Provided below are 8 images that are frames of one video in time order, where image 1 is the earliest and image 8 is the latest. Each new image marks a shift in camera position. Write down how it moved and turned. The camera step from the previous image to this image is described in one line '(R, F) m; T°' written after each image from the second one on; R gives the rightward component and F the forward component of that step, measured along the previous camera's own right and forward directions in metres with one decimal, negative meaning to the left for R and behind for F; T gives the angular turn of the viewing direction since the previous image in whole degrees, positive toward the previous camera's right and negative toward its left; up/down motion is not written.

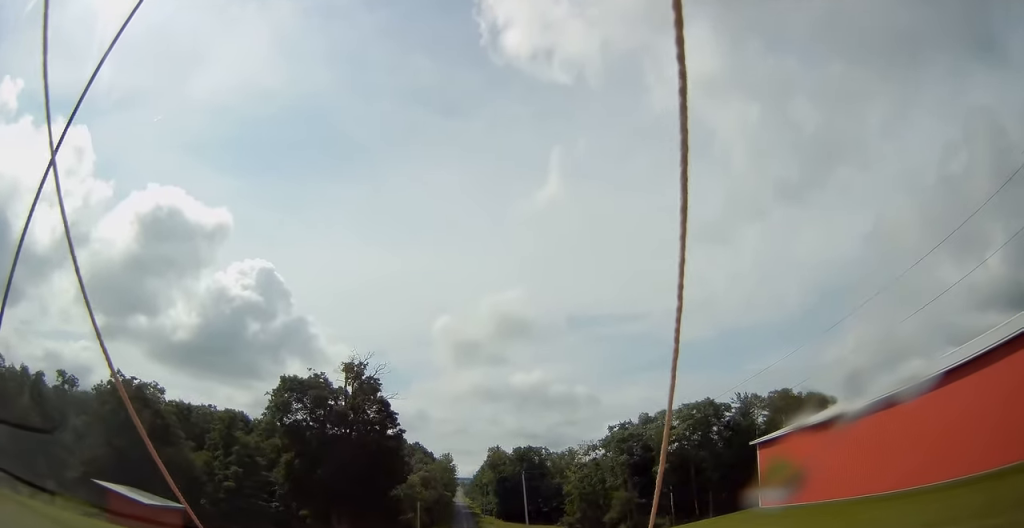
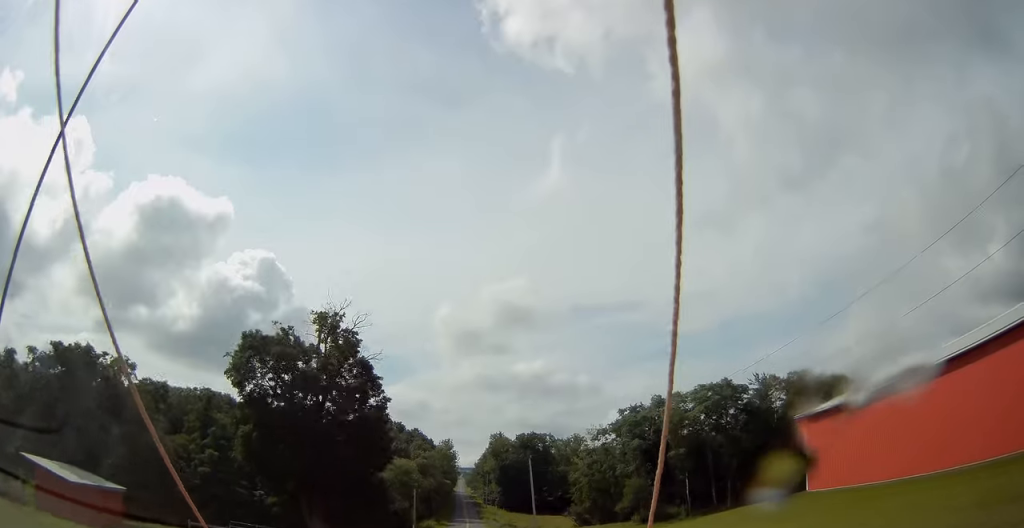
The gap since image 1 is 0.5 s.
(+0.1, +8.7) m; 0°
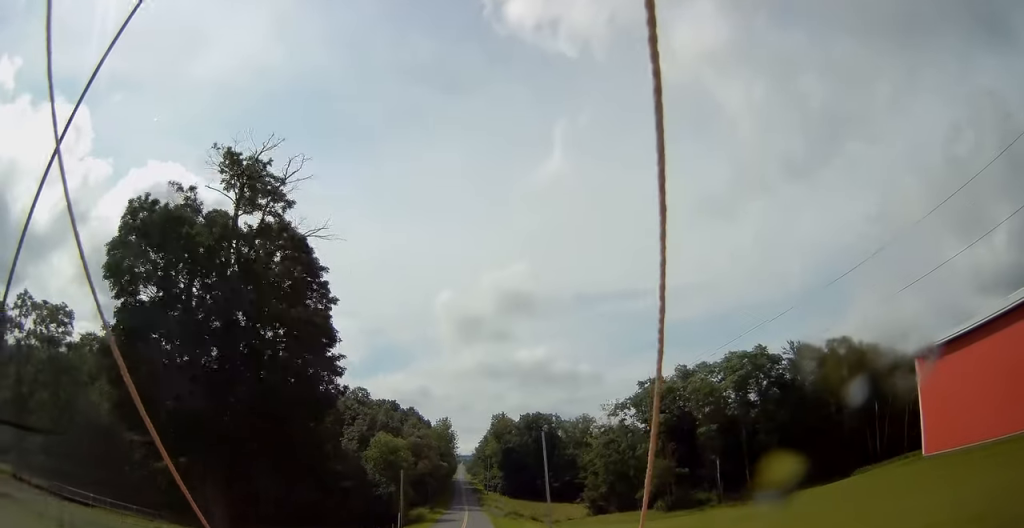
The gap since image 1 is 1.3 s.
(-0.3, +15.2) m; 0°
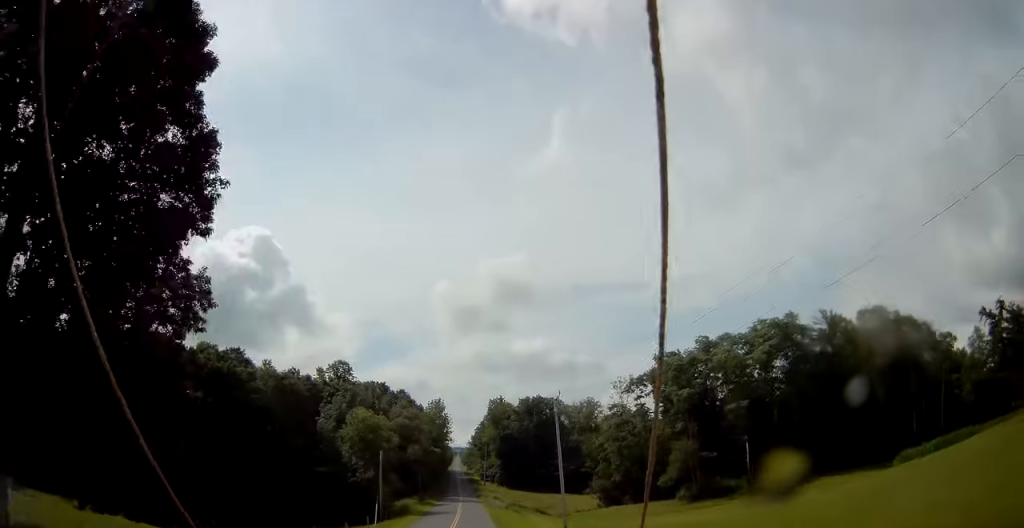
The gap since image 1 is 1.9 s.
(+0.2, +13.0) m; 0°
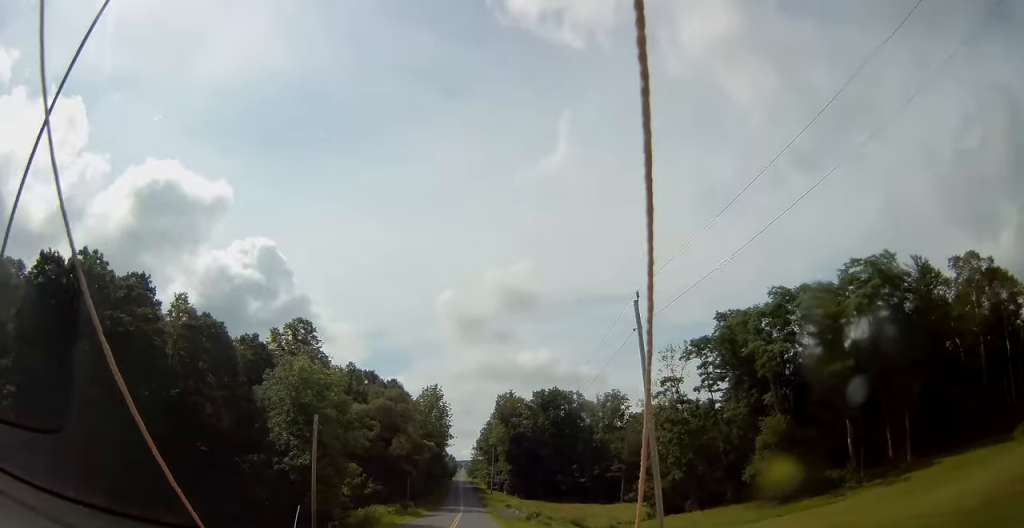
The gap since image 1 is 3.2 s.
(-0.1, +25.7) m; -1°
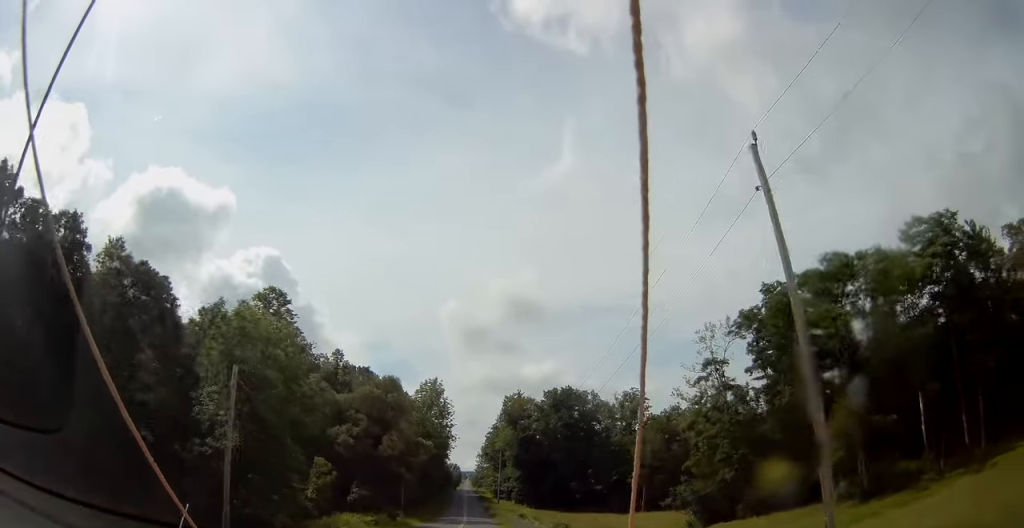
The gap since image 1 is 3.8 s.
(0.0, +12.6) m; 0°
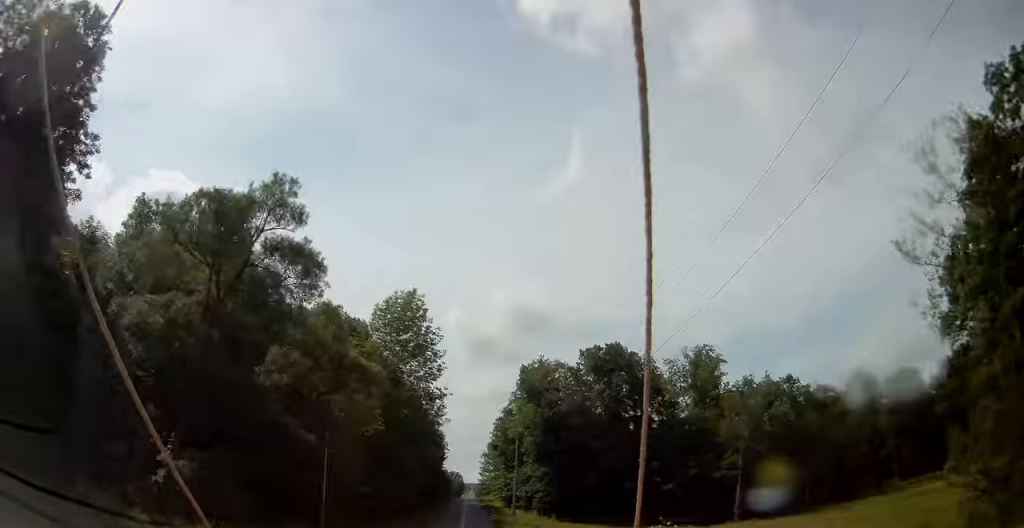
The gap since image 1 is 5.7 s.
(-0.2, +40.1) m; -1°
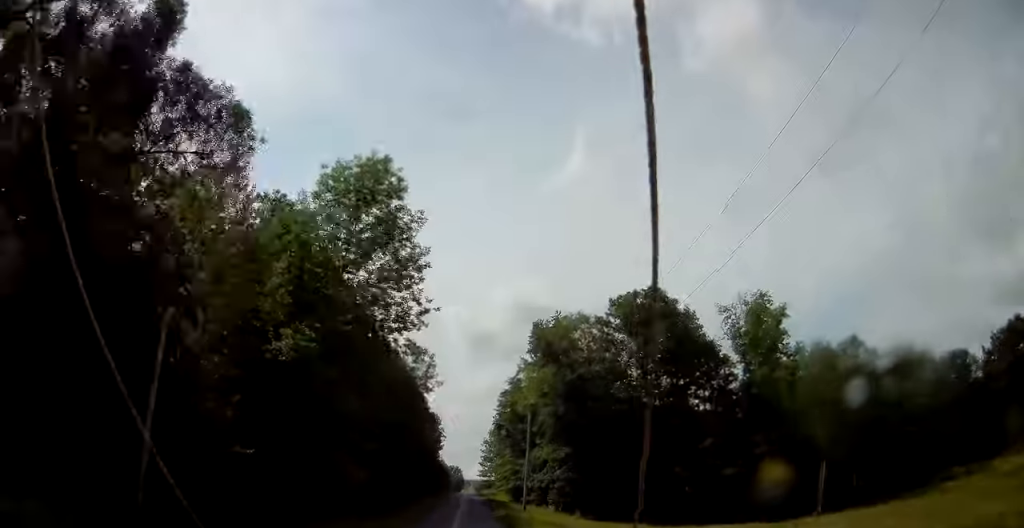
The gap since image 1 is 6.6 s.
(-0.2, +19.9) m; 0°
